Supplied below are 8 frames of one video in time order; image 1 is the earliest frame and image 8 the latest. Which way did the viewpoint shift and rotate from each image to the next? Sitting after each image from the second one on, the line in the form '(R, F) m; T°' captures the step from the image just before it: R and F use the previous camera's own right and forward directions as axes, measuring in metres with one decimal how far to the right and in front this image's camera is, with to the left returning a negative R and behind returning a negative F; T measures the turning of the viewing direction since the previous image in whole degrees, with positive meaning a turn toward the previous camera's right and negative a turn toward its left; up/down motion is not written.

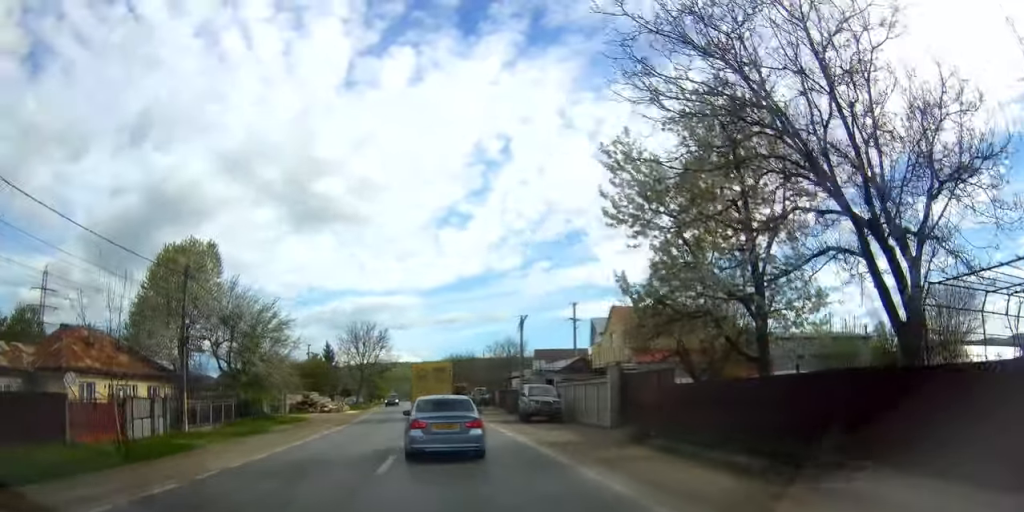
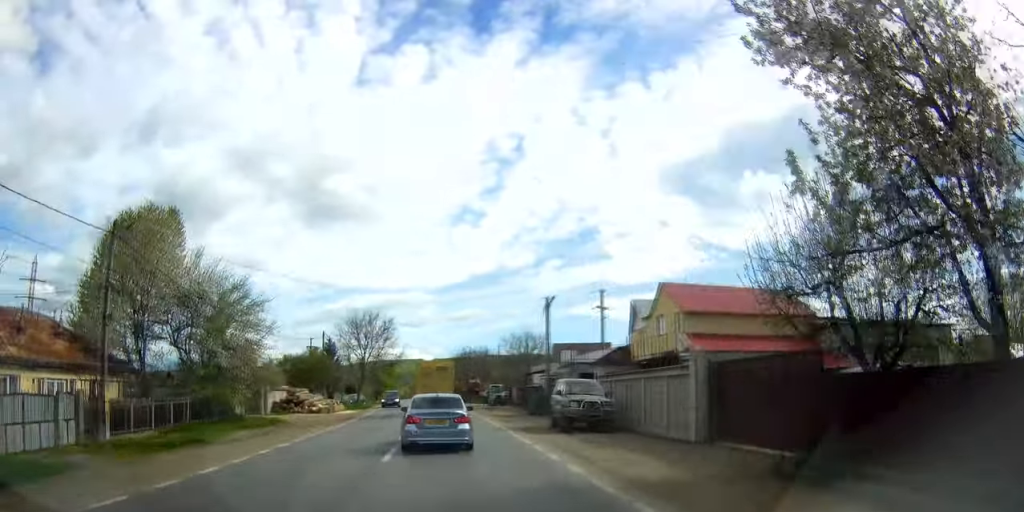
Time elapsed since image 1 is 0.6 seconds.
(0.0, +7.7) m; -1°
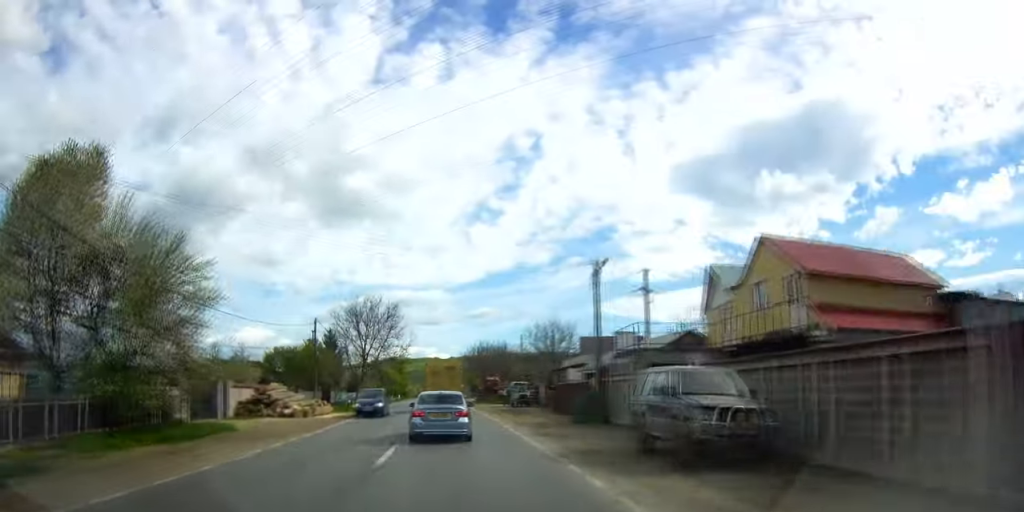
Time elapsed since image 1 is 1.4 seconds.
(-0.2, +9.9) m; -1°
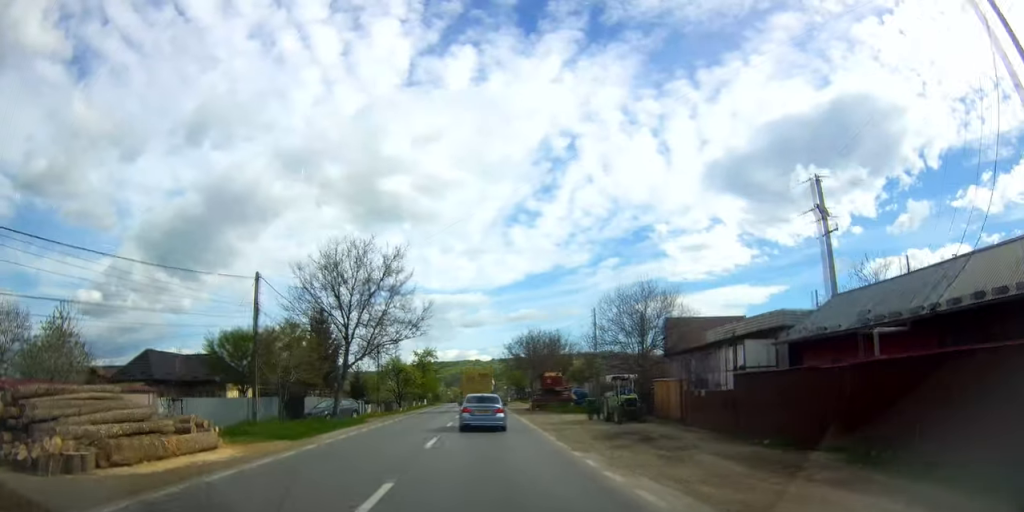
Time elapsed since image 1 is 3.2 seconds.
(-0.5, +23.4) m; -4°
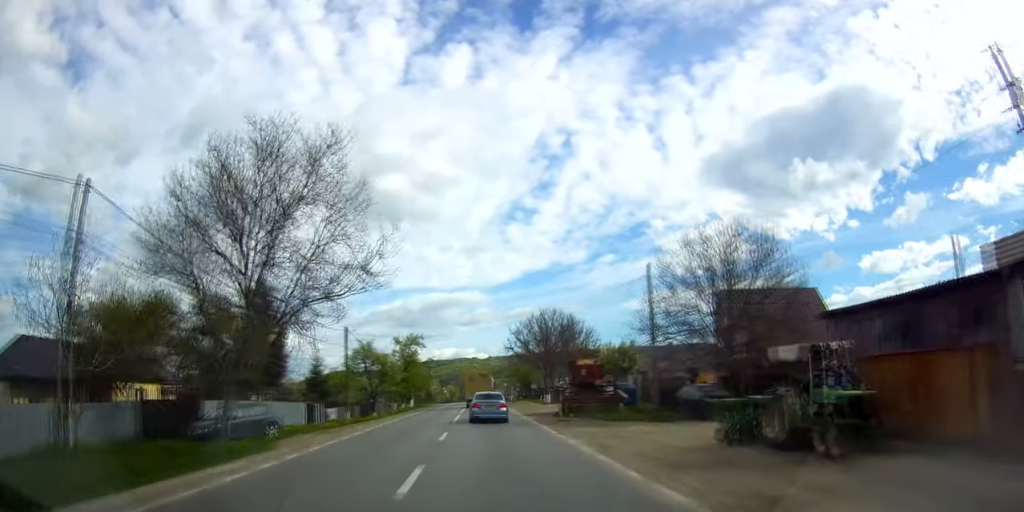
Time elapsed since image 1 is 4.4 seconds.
(-0.5, +16.5) m; -2°
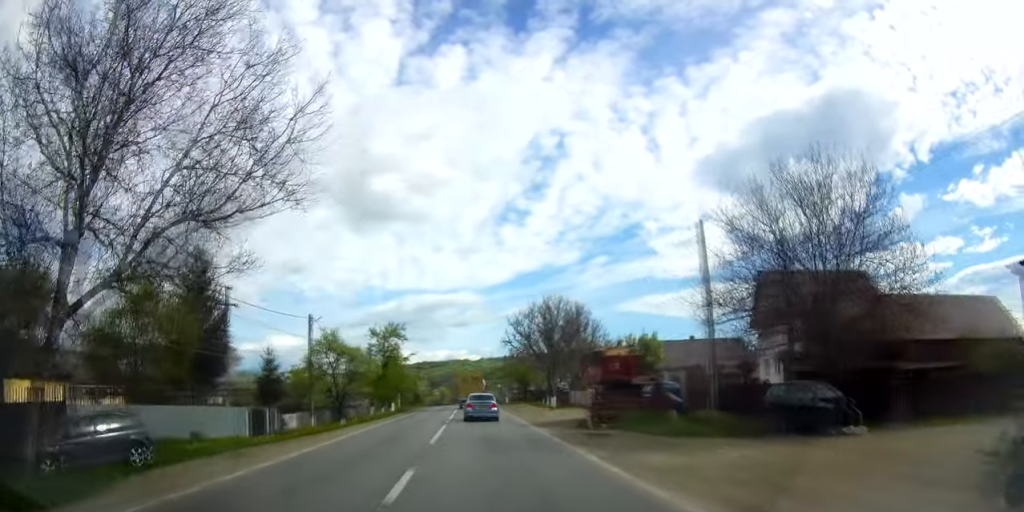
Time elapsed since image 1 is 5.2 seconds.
(0.0, +9.2) m; 0°
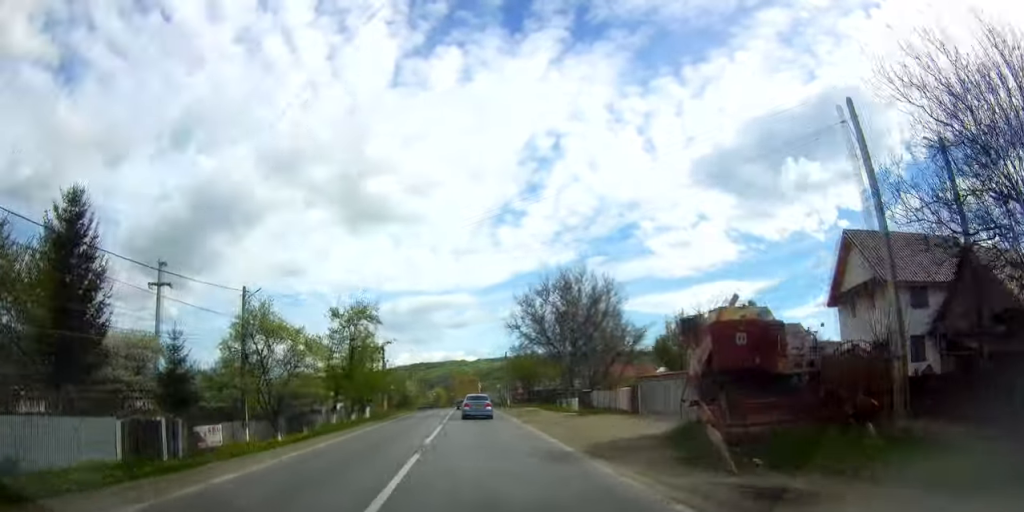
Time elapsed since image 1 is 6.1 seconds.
(0.0, +12.0) m; 0°
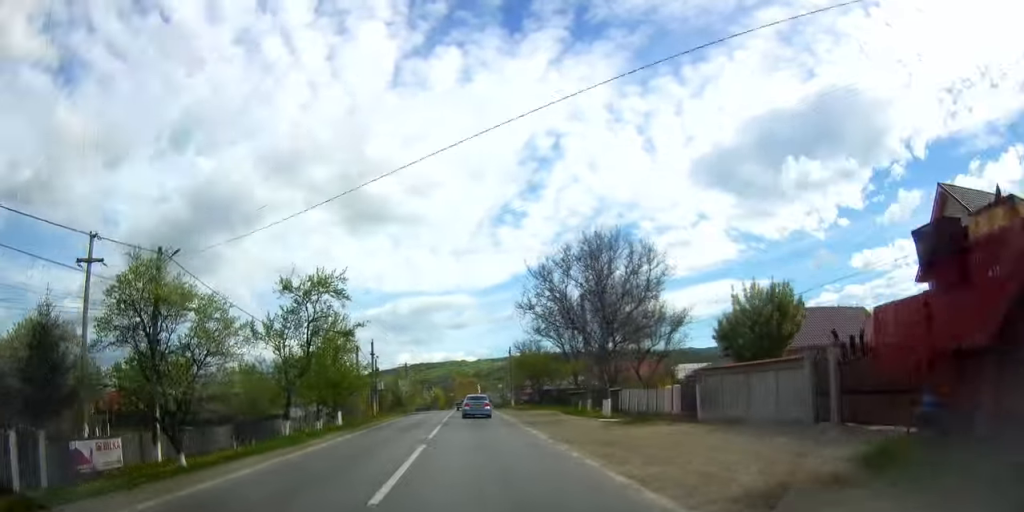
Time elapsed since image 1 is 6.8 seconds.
(0.0, +9.1) m; 0°
